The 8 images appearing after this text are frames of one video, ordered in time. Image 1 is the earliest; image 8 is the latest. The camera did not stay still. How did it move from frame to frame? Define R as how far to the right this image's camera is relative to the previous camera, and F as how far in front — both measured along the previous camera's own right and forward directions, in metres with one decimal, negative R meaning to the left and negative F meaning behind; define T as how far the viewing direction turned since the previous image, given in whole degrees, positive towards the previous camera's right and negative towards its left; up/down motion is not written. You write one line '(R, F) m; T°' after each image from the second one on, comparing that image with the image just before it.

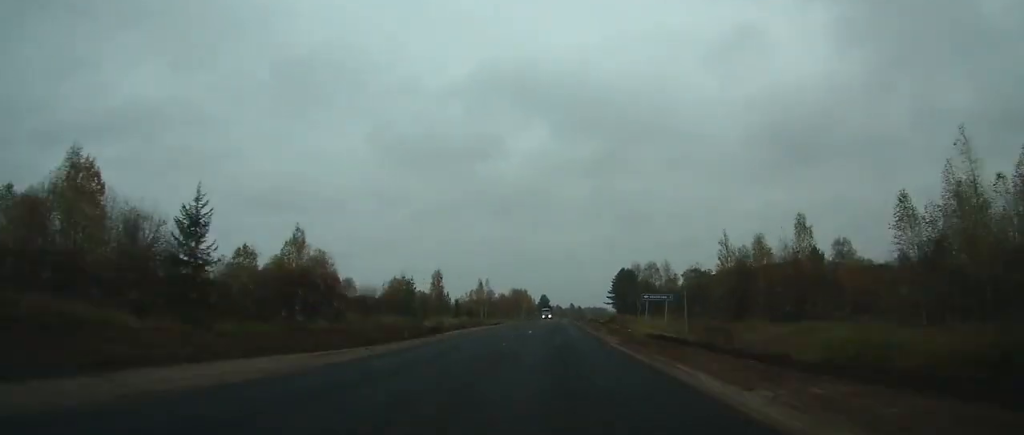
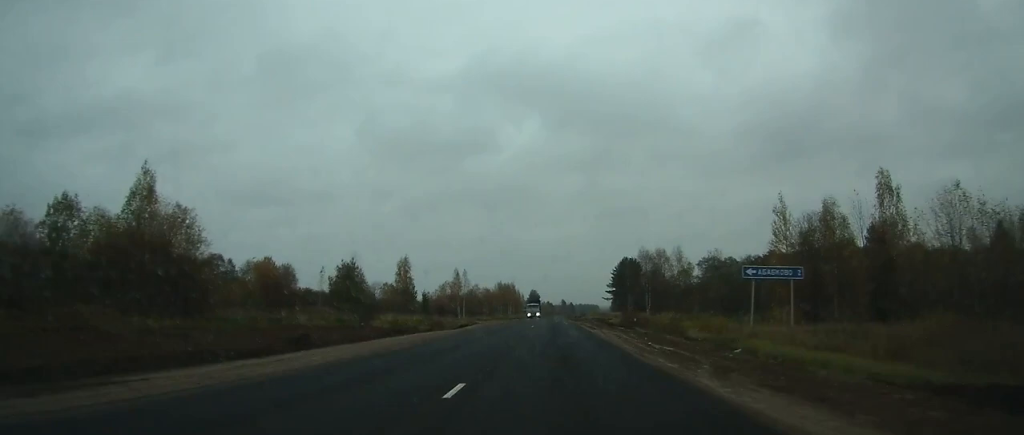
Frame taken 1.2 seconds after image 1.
(0.0, +30.1) m; +1°
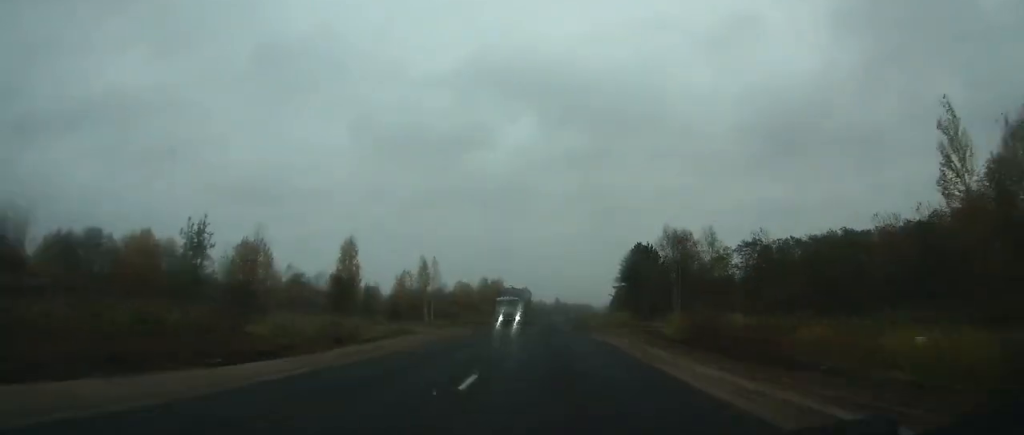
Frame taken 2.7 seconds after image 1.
(+0.6, +36.8) m; +1°
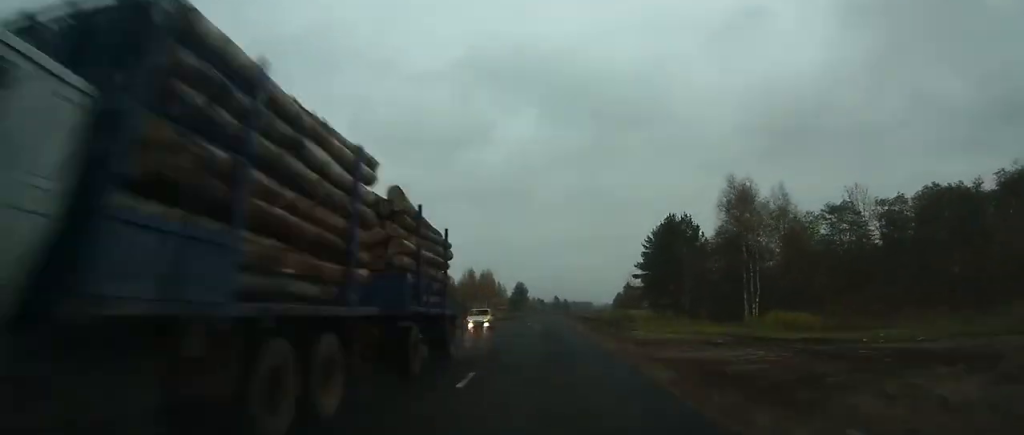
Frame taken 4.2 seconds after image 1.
(+0.2, +37.6) m; 0°
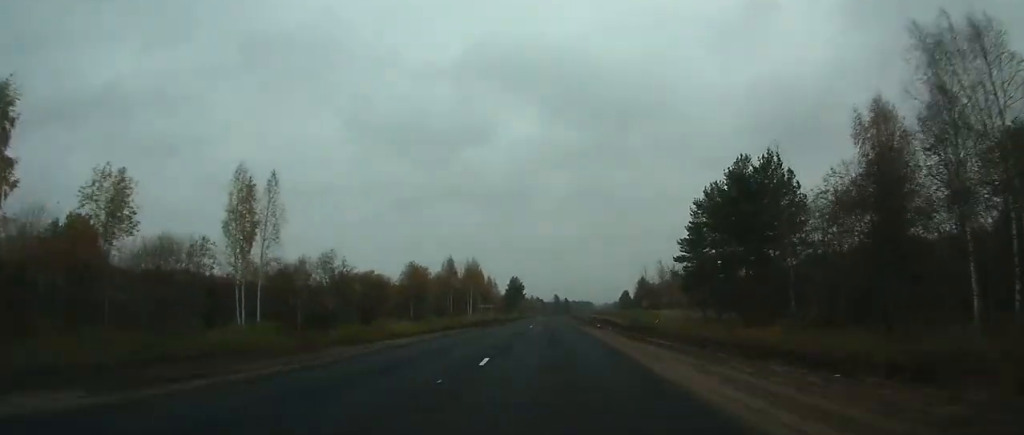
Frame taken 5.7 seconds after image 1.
(+0.1, +36.6) m; 0°
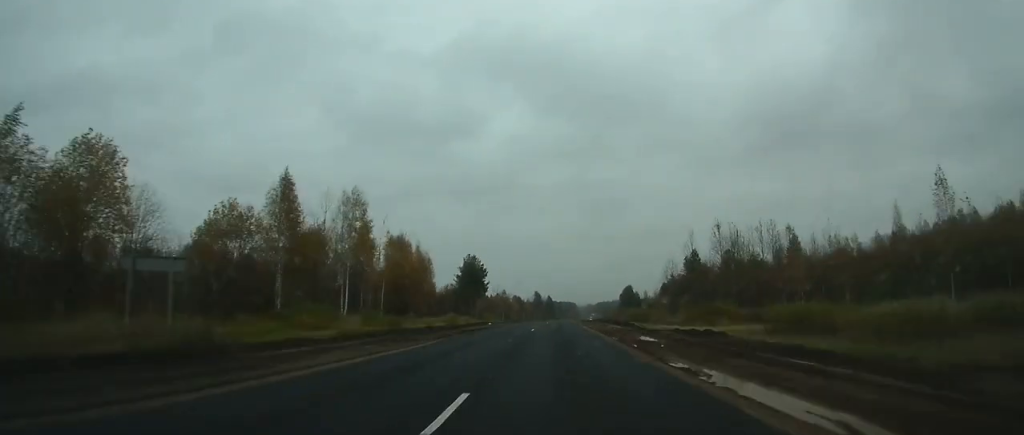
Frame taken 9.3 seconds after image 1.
(+1.1, +82.8) m; +2°
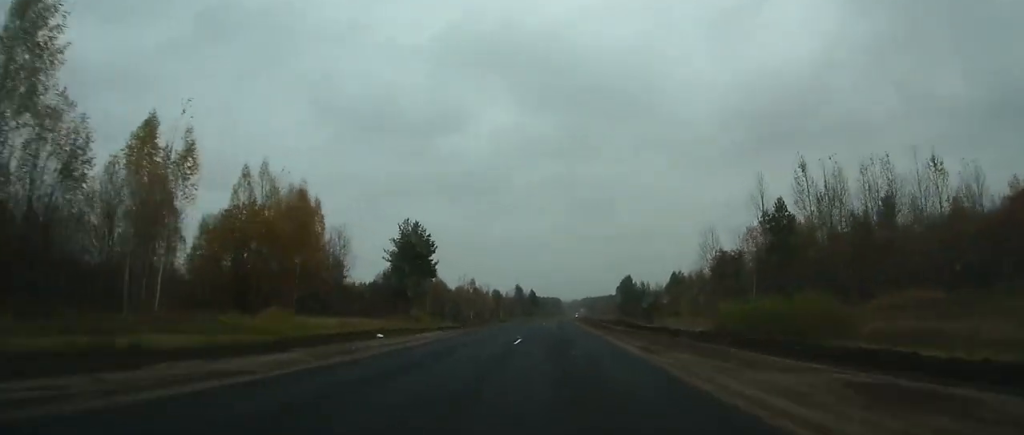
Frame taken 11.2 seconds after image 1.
(+0.3, +49.6) m; +1°
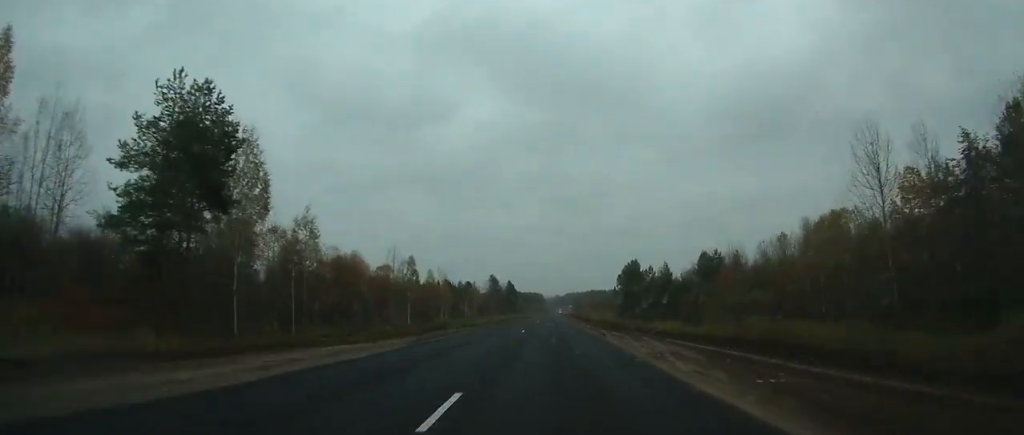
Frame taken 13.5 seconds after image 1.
(+1.1, +58.4) m; +2°
